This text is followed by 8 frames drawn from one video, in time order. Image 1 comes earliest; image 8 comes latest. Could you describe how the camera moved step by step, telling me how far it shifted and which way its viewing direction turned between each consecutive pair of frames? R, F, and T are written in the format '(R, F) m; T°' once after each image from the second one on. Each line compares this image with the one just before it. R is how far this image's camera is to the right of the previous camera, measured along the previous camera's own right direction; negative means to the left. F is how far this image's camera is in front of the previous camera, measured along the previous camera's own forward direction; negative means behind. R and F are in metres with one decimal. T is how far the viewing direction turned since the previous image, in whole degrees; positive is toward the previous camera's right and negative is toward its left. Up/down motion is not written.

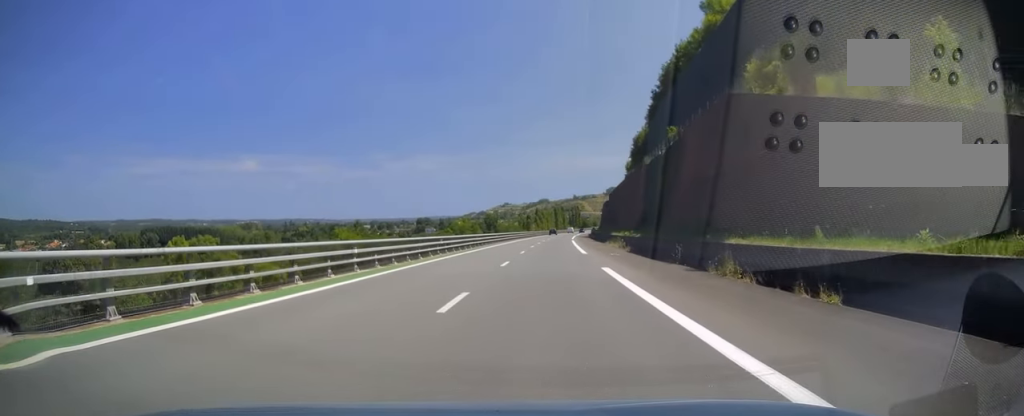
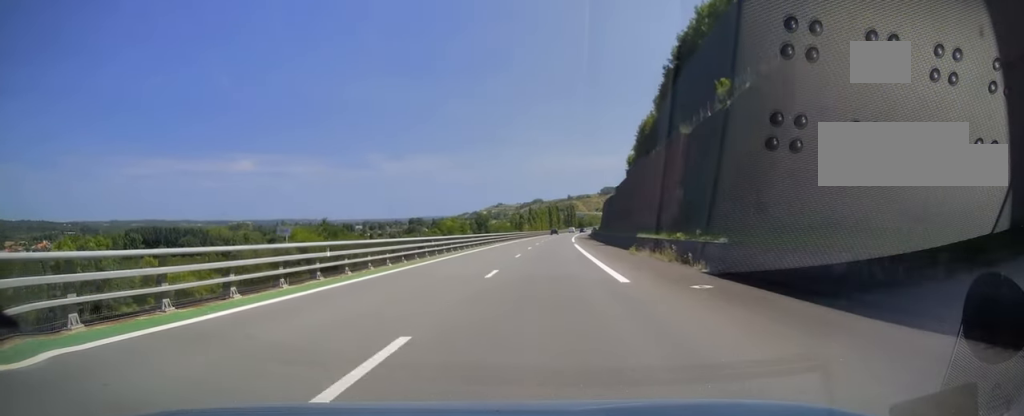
(+0.1, +18.3) m; +1°
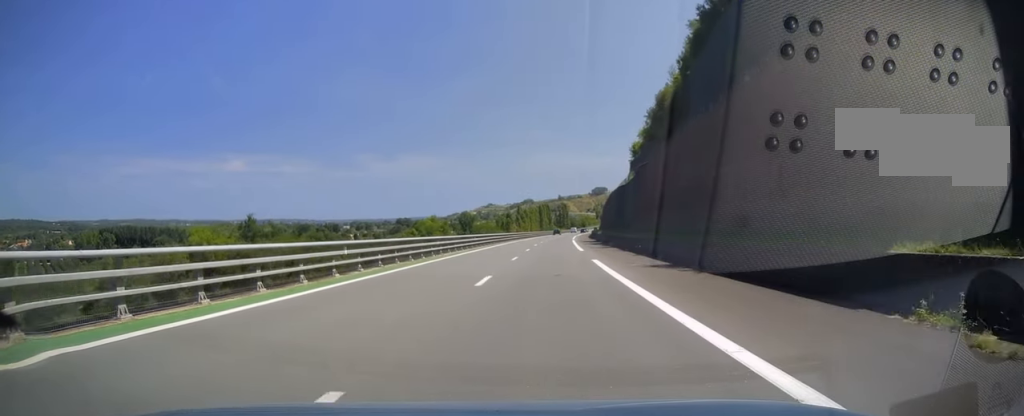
(+0.4, +28.8) m; +1°
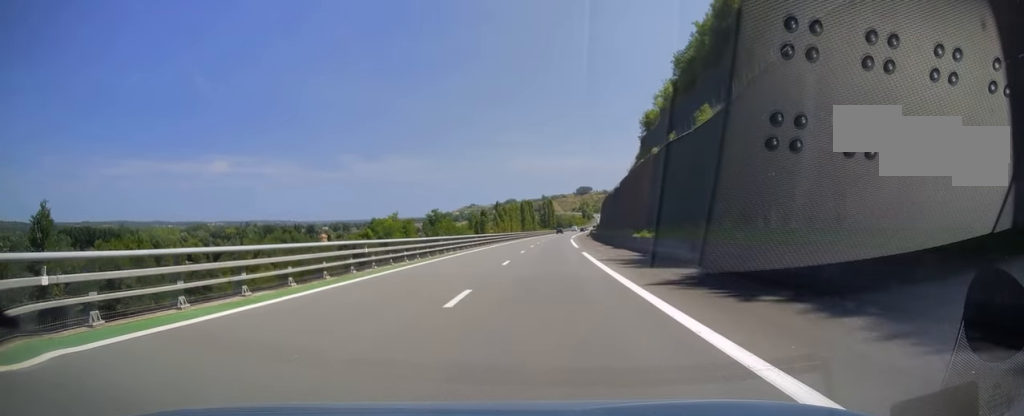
(+0.5, +42.9) m; +1°
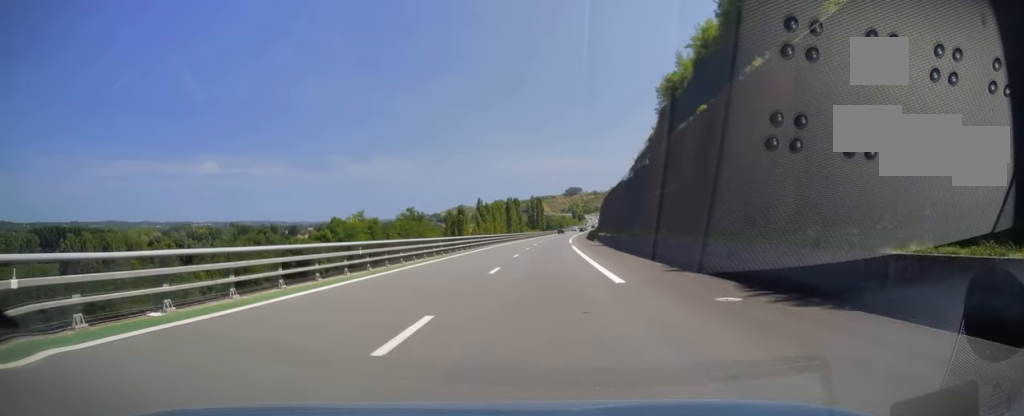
(+0.2, +30.1) m; 0°
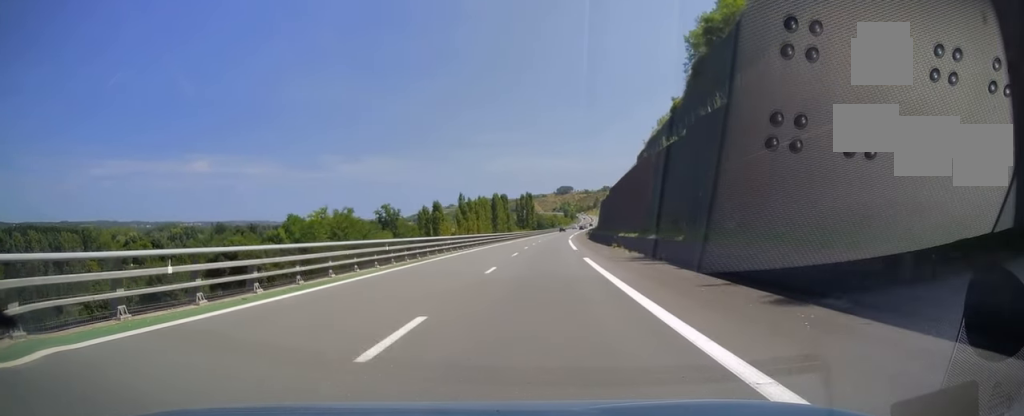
(0.0, +26.1) m; +1°
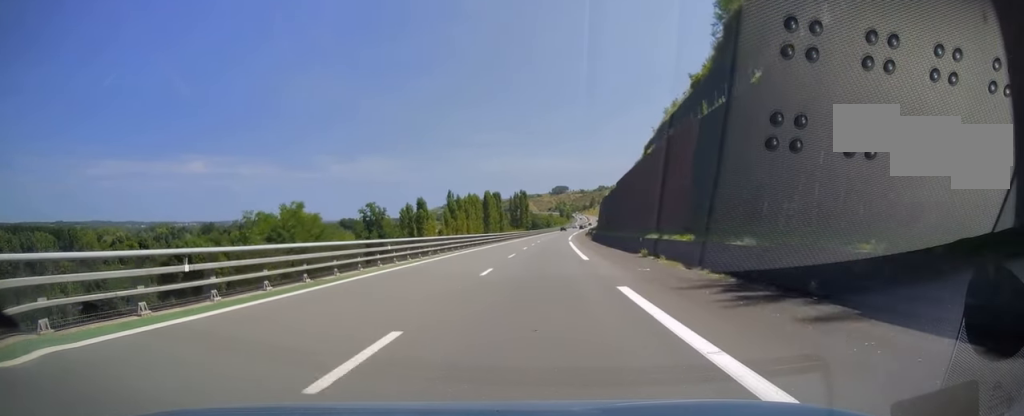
(0.0, +14.3) m; +1°
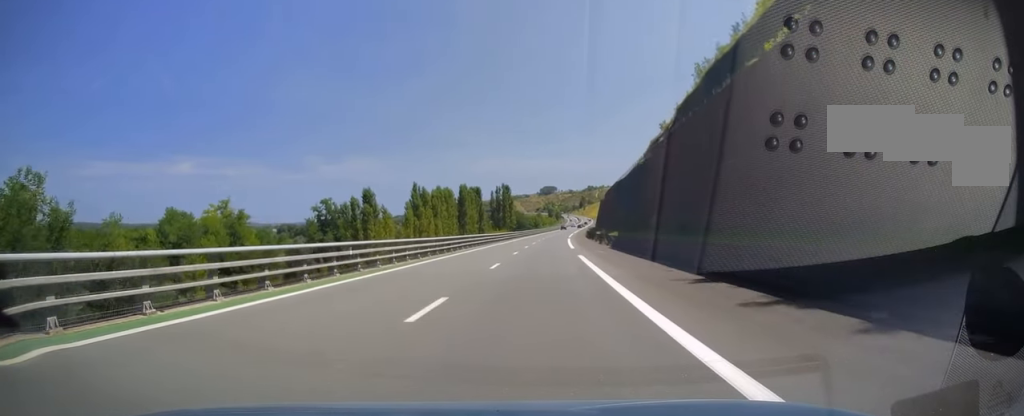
(+0.7, +34.5) m; +2°
